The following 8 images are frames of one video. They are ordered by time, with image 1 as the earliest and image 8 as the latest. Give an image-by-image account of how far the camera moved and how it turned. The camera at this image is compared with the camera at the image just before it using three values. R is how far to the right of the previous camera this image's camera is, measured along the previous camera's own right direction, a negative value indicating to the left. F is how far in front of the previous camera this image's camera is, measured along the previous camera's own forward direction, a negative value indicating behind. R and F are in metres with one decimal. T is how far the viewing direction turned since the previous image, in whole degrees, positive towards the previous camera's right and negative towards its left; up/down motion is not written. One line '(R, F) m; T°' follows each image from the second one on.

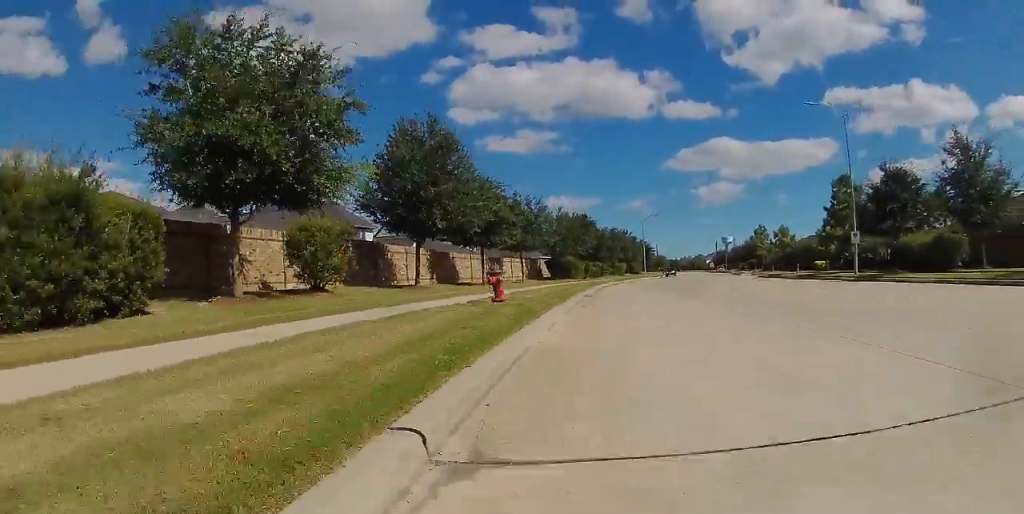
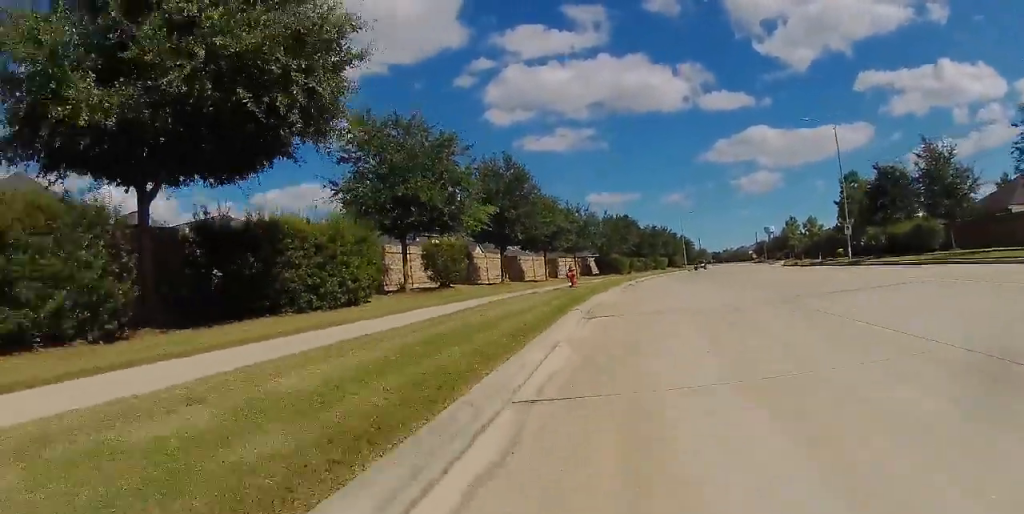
(+0.1, +7.8) m; -1°
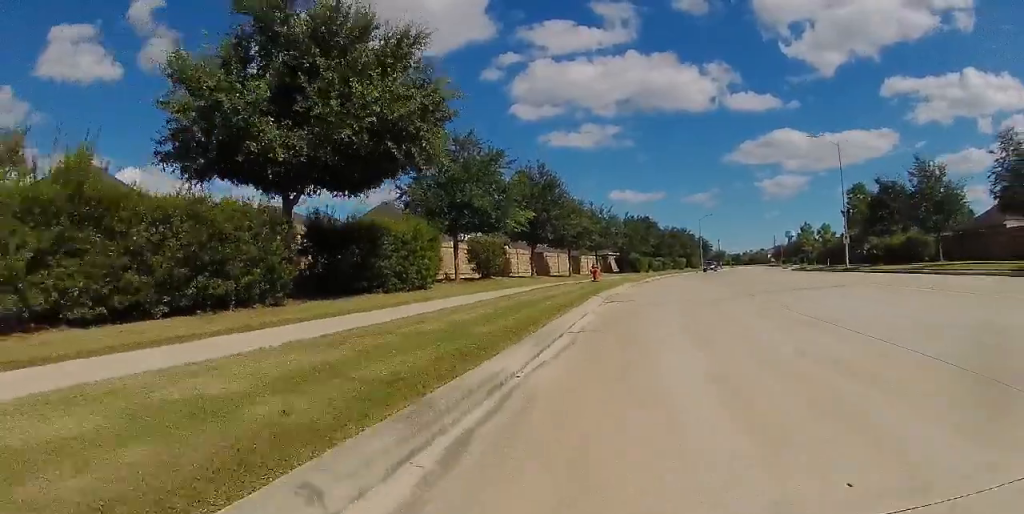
(-0.1, +4.2) m; -2°
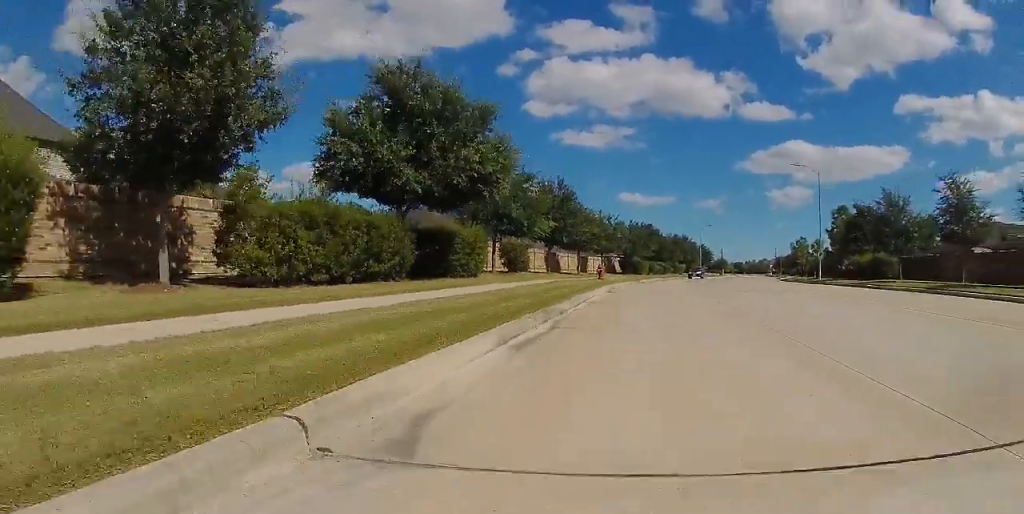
(-0.3, +7.4) m; -2°
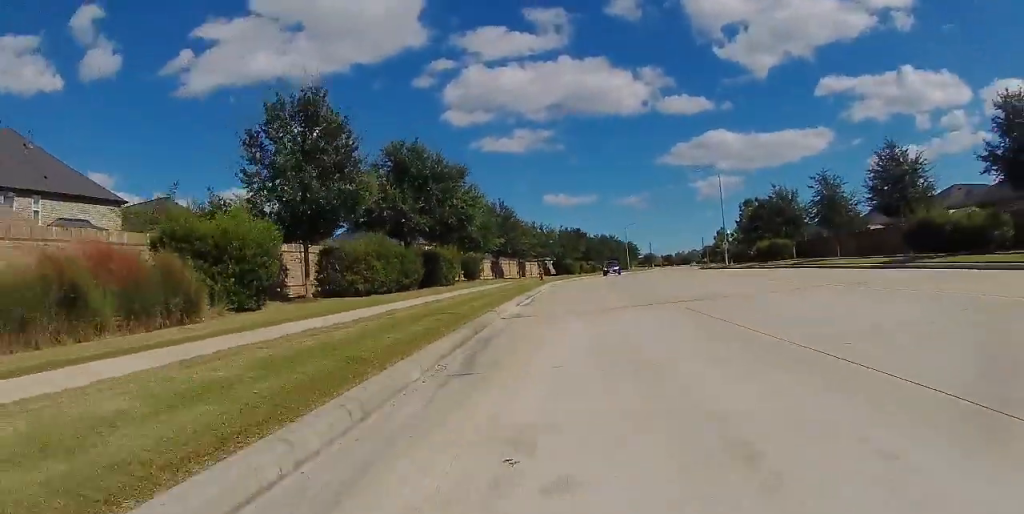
(0.0, +9.8) m; 0°
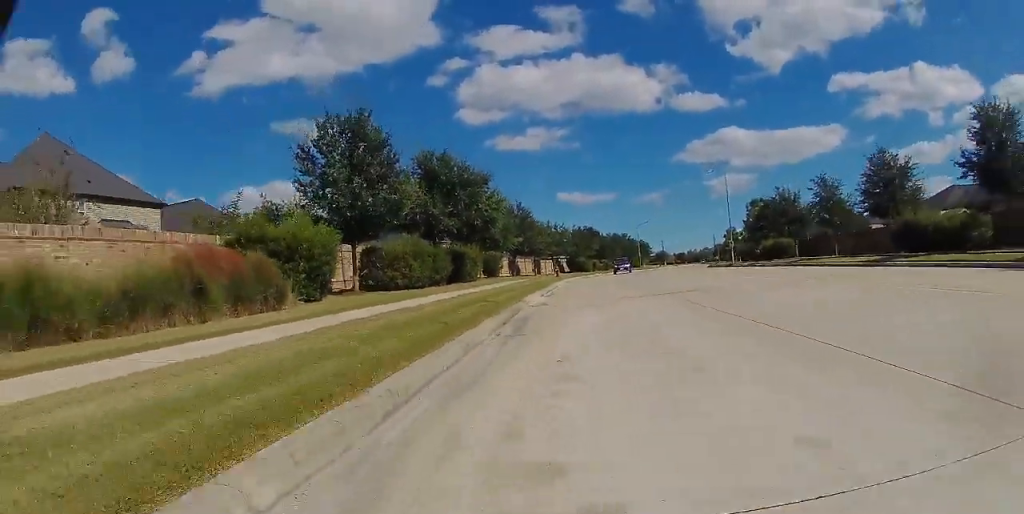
(0.0, +2.9) m; 0°
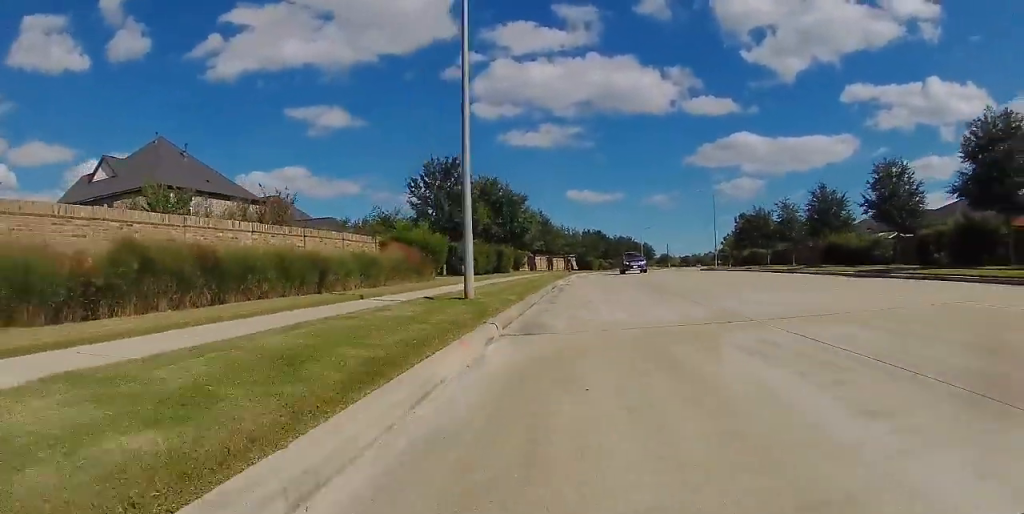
(+0.2, +10.4) m; +4°
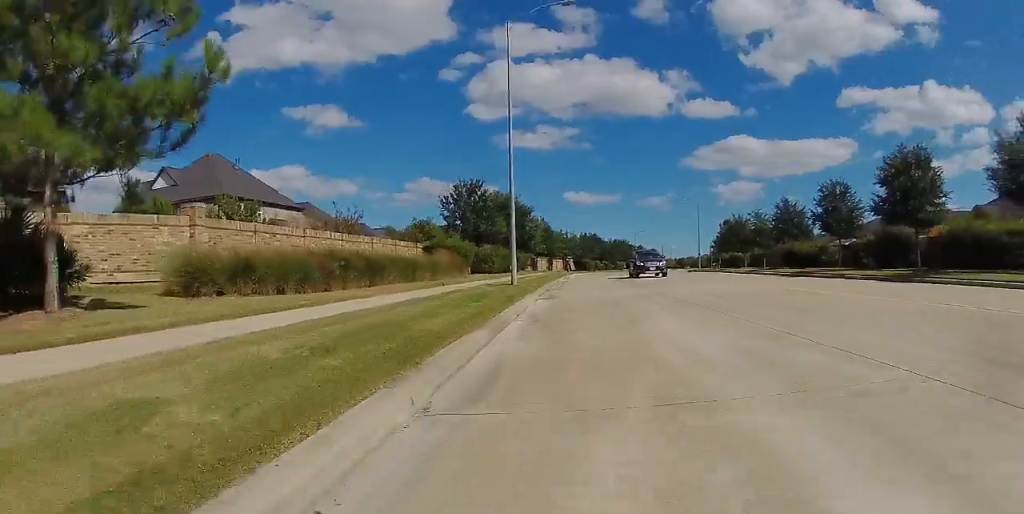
(+0.2, +6.3) m; 0°
